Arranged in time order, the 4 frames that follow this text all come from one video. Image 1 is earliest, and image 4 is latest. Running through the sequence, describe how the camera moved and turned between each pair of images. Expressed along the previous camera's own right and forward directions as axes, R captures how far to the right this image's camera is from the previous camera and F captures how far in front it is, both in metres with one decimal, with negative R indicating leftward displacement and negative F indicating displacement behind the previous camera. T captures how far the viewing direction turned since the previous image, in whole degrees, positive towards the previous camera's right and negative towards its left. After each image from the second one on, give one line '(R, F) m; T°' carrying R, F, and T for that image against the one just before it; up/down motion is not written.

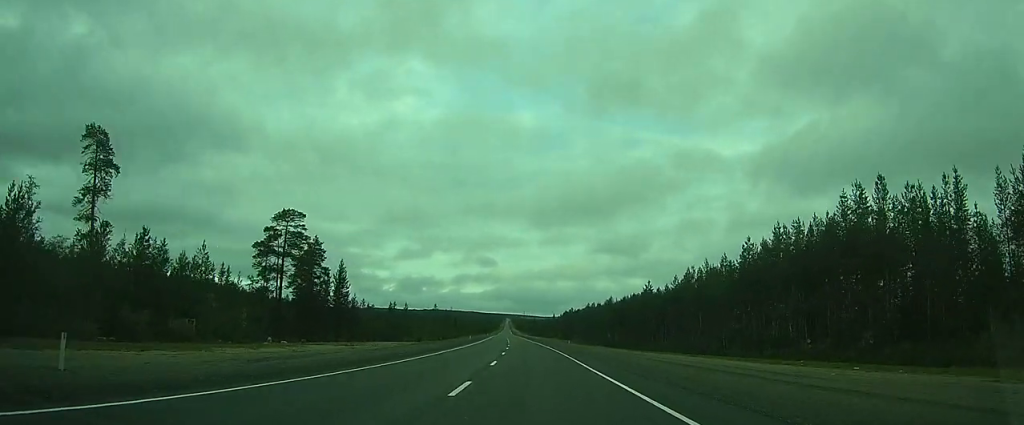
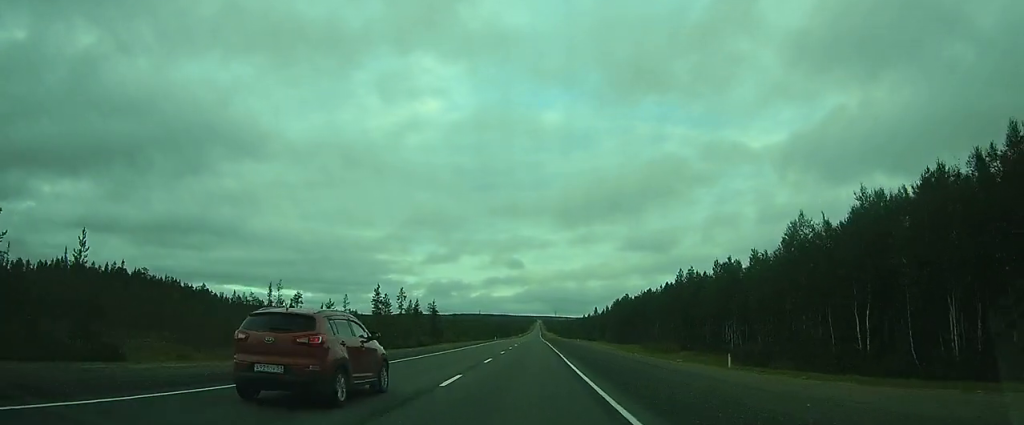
(-1.4, +82.0) m; -2°
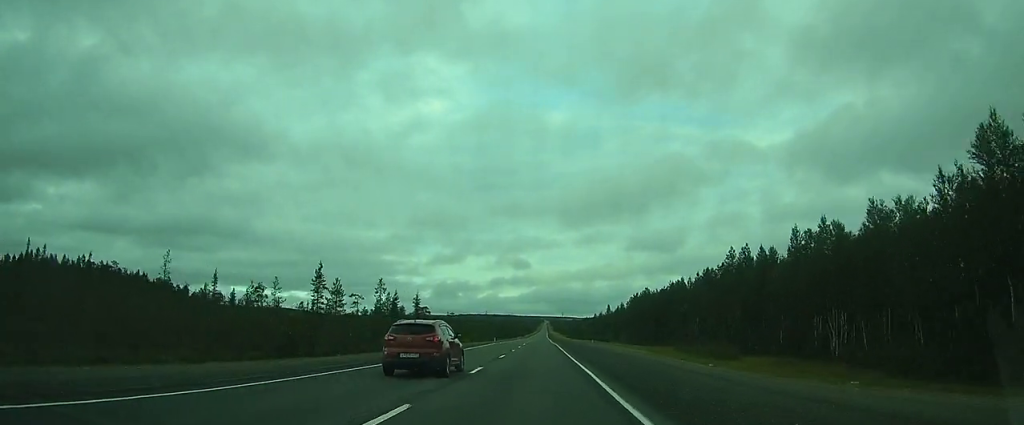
(-0.1, +19.8) m; -1°
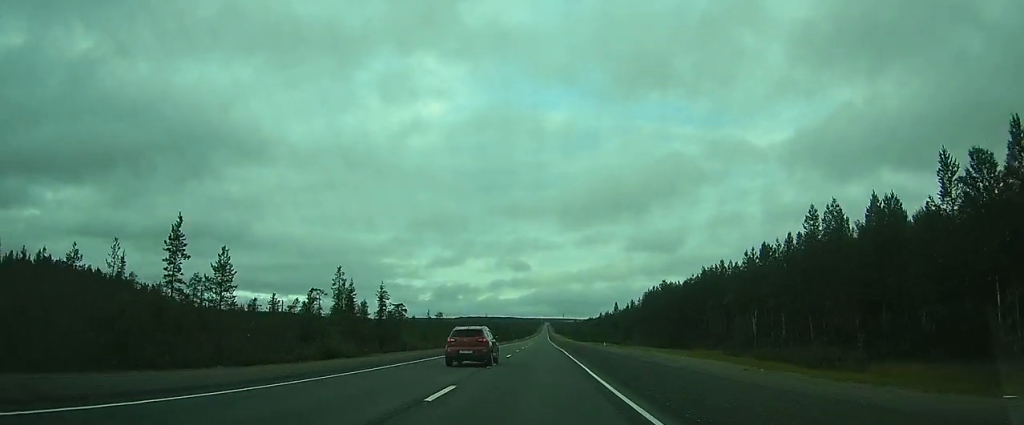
(-0.3, +19.7) m; -2°
